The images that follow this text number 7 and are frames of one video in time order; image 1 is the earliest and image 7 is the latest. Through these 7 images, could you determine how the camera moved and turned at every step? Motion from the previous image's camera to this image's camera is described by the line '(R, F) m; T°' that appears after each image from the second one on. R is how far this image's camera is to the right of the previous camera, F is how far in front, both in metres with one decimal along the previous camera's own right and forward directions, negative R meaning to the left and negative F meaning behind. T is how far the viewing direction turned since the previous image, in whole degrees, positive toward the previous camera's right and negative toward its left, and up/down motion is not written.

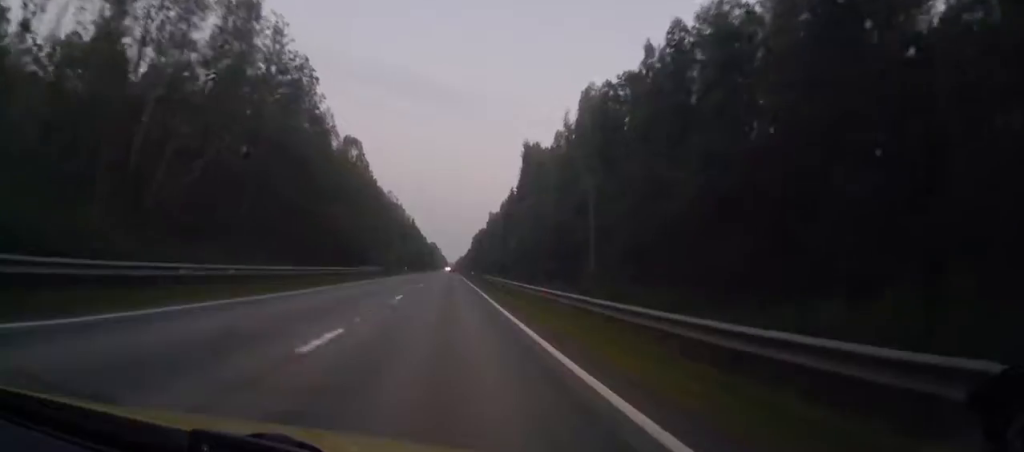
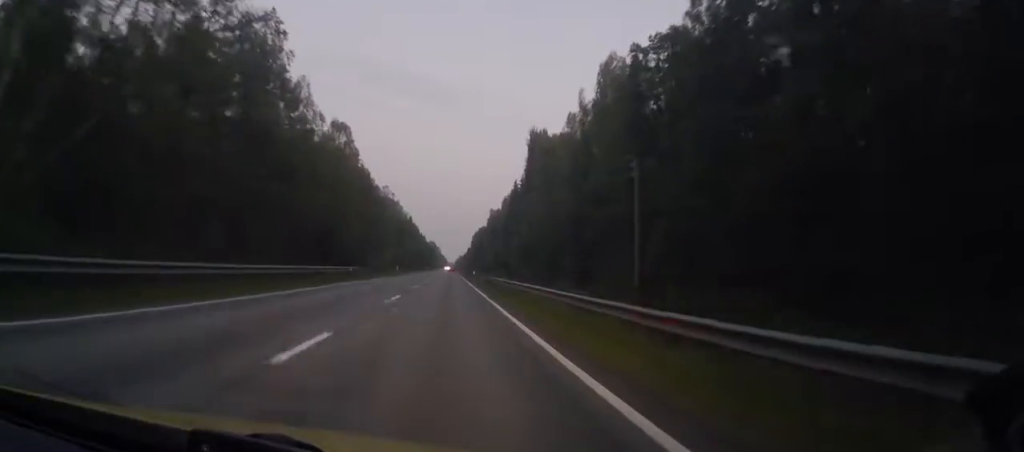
(0.0, +13.0) m; 0°
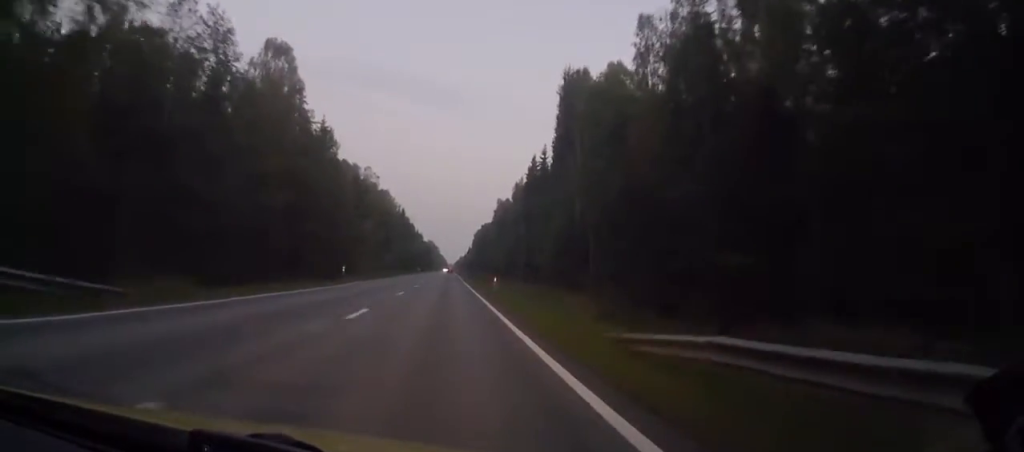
(-0.1, +41.6) m; 0°
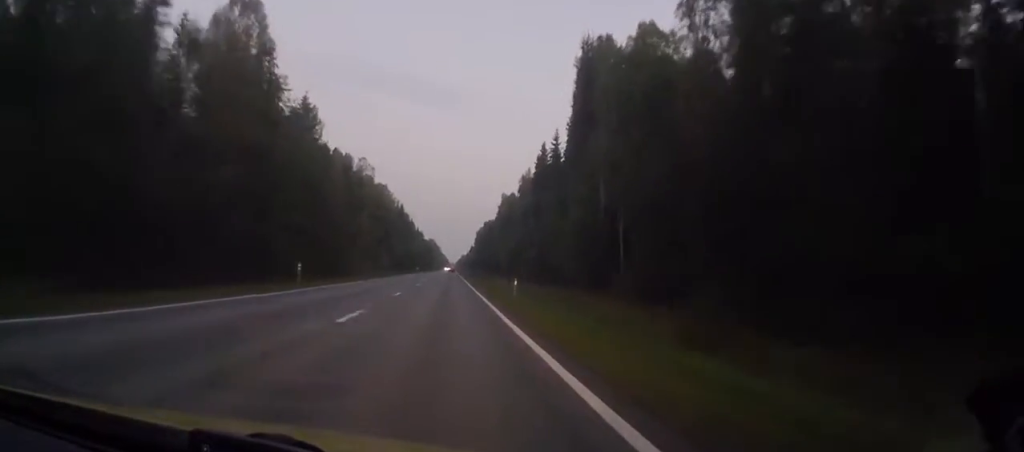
(0.0, +12.9) m; 0°
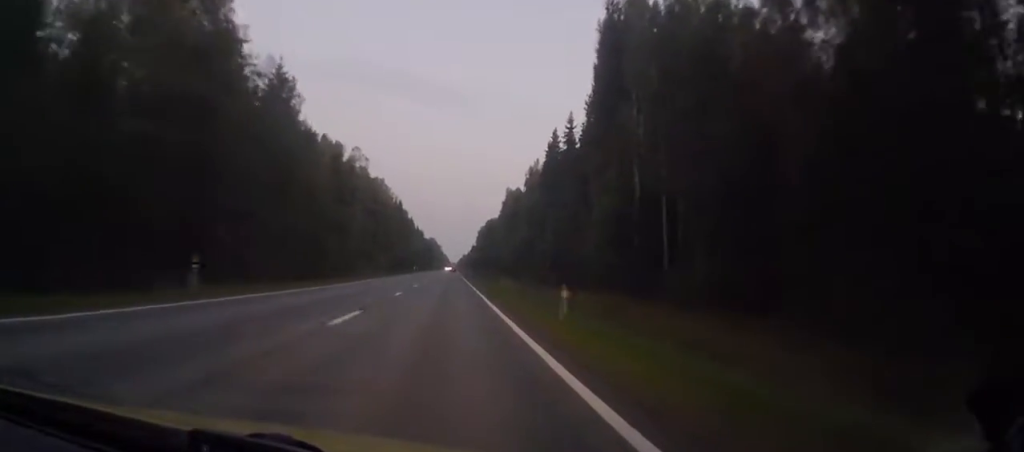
(0.0, +12.9) m; 0°
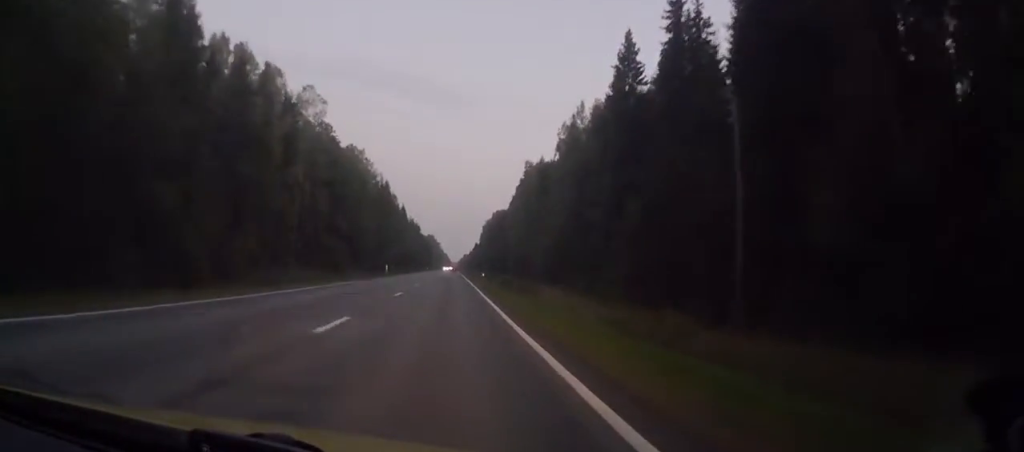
(+0.3, +49.0) m; 0°
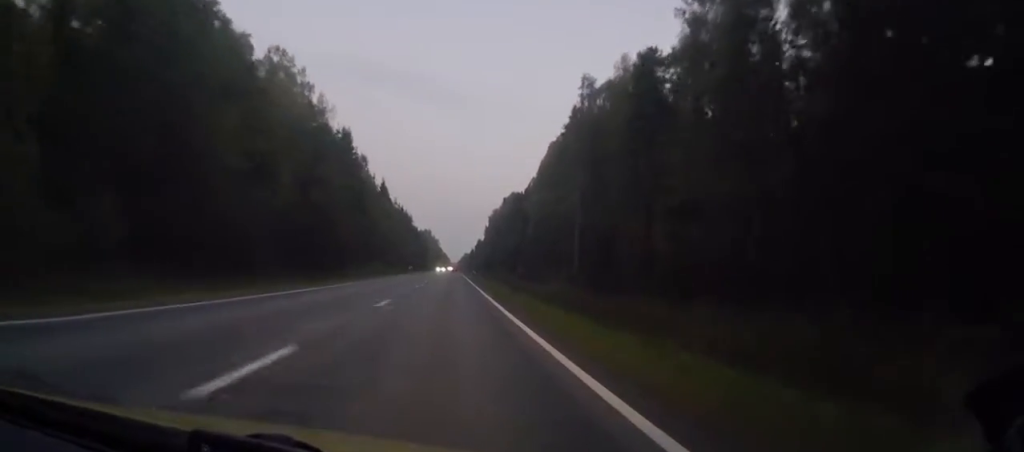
(-0.6, +64.6) m; -1°
